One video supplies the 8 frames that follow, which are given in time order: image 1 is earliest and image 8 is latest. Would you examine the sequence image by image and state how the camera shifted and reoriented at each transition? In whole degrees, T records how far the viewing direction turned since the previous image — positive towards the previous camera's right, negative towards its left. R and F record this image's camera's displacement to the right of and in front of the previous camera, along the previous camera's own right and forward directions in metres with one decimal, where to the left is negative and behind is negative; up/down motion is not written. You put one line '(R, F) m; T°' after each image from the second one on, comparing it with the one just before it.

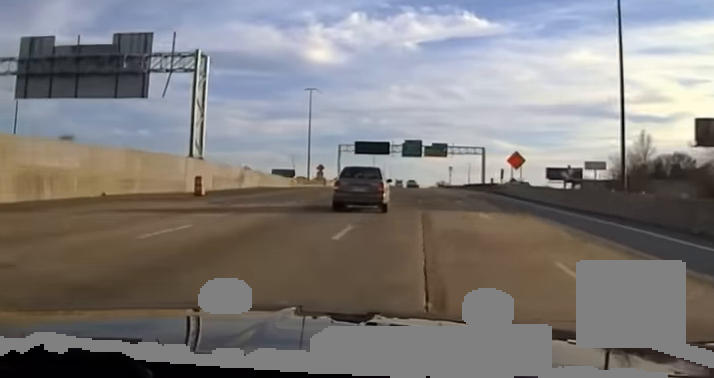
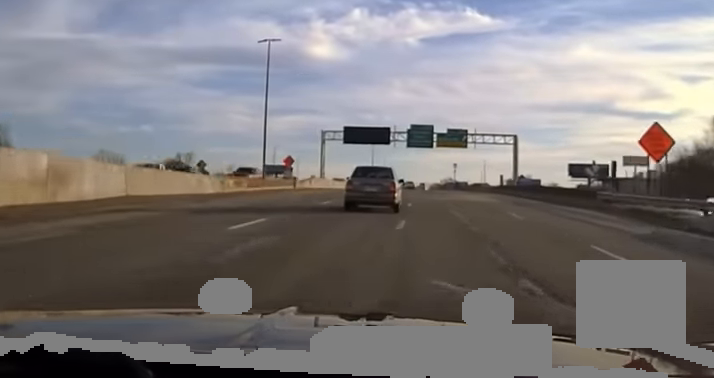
(0.0, +30.6) m; 0°
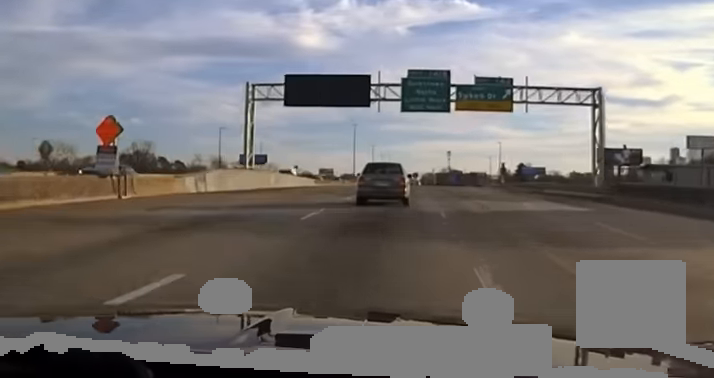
(0.0, +46.6) m; 0°
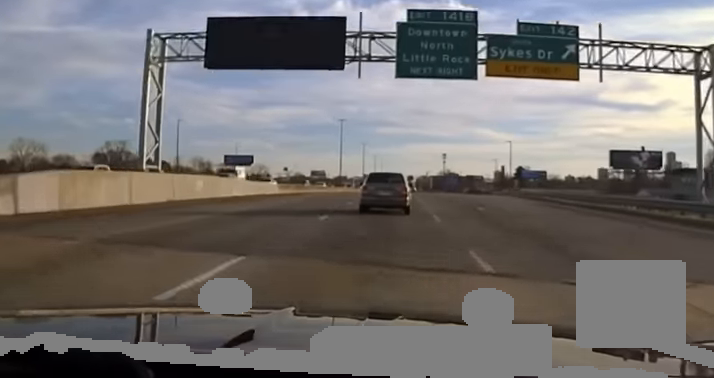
(0.0, +23.1) m; 0°
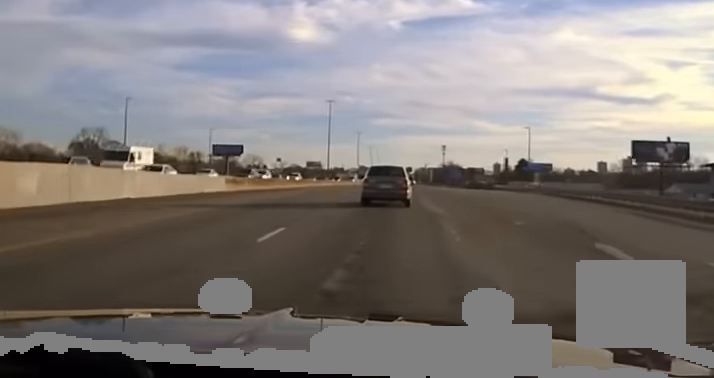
(0.0, +21.2) m; +1°
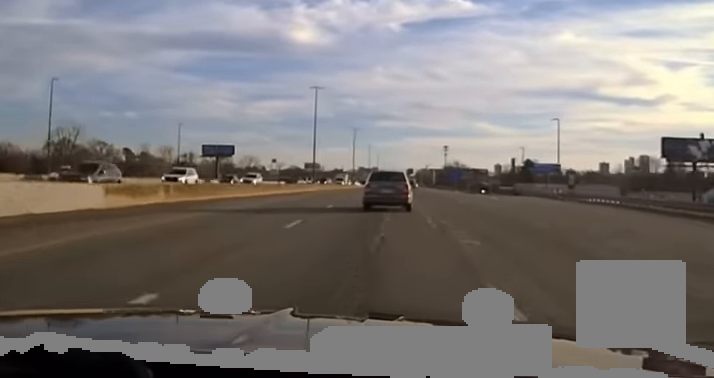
(+0.2, +23.7) m; 0°
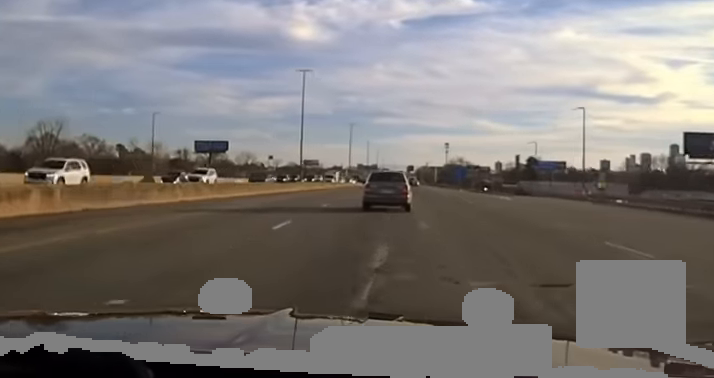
(+0.1, +14.5) m; 0°
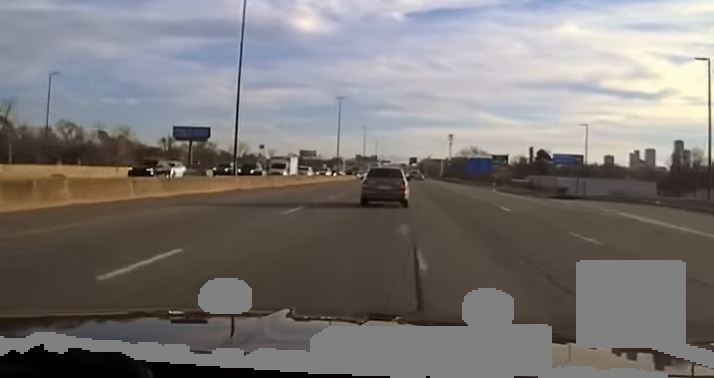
(-0.3, +34.2) m; -1°
